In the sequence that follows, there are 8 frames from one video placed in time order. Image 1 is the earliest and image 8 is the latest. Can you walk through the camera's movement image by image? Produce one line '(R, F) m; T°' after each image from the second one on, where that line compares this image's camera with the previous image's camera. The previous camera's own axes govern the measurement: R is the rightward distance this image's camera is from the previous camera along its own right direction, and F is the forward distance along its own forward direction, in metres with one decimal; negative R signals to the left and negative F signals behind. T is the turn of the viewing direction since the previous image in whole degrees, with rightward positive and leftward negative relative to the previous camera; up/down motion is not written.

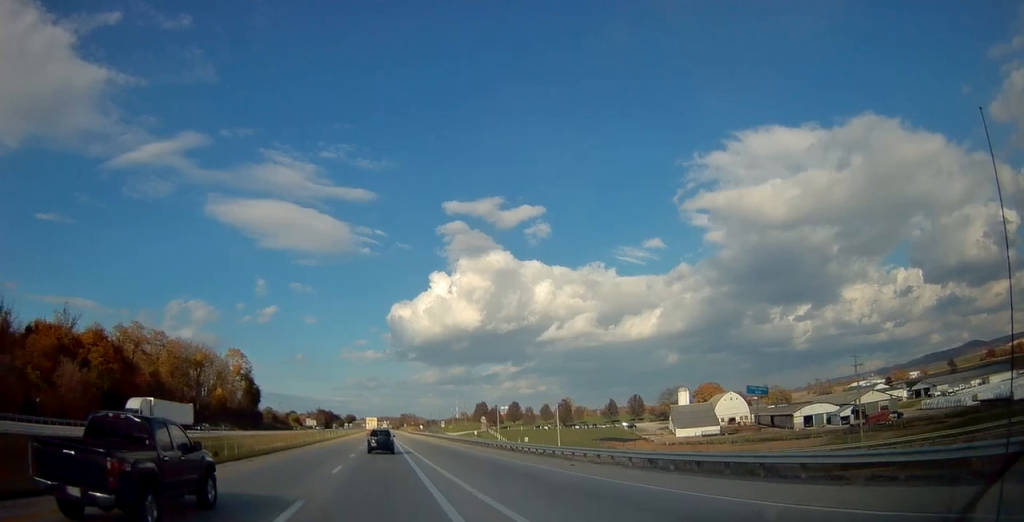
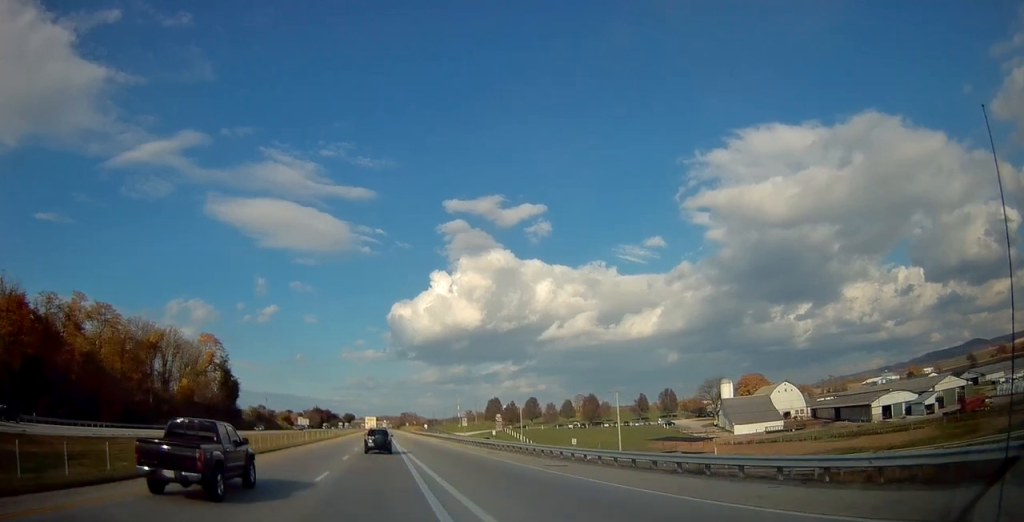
(0.0, +28.3) m; 0°
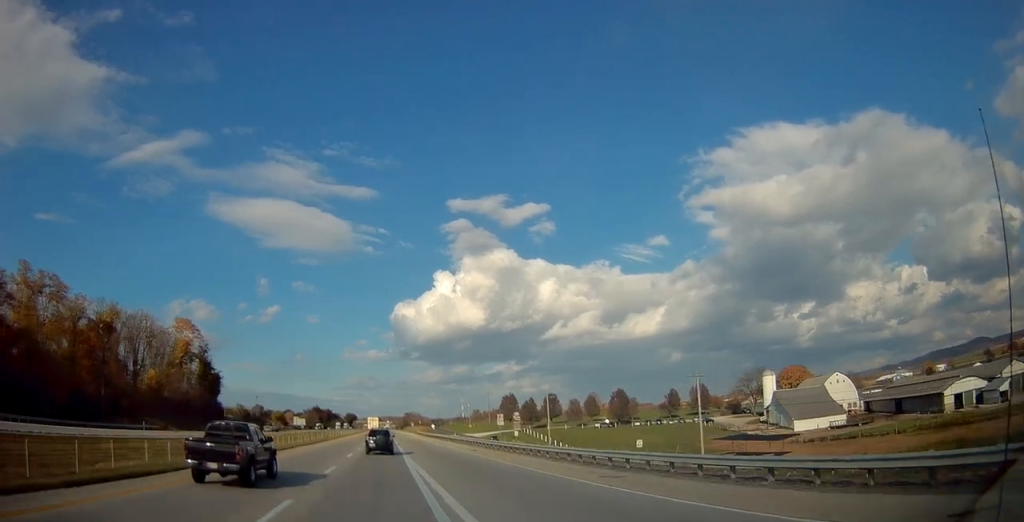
(0.0, +20.9) m; 0°
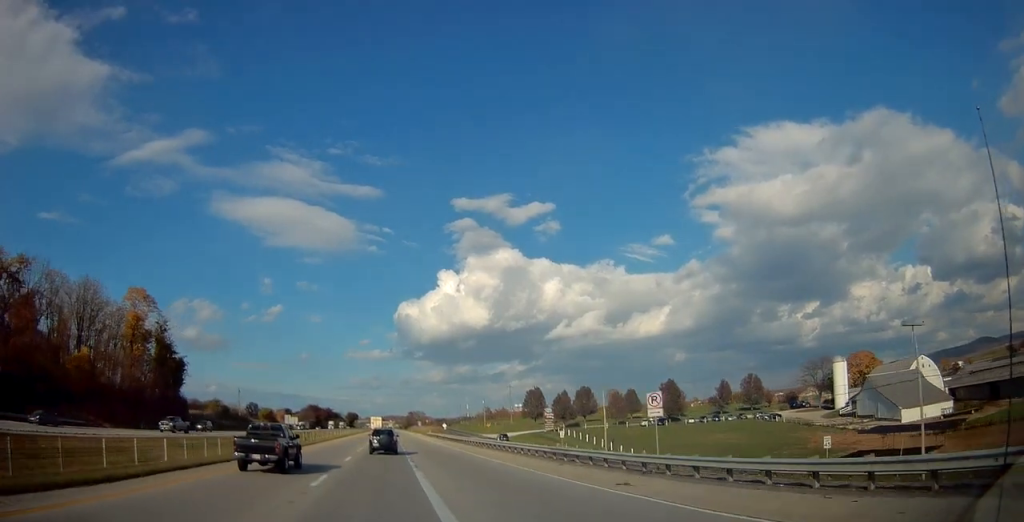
(-0.1, +28.9) m; 0°
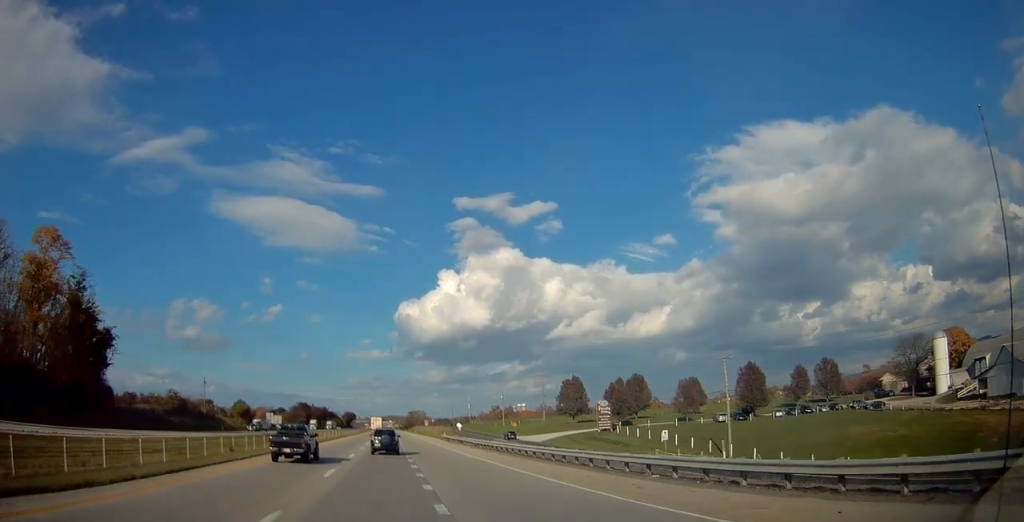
(+0.2, +33.8) m; 0°
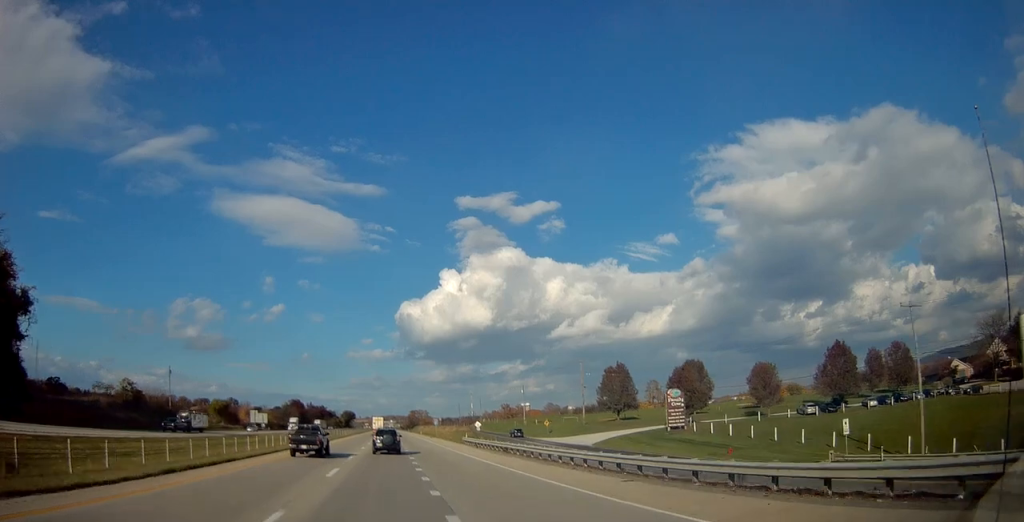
(-0.1, +24.5) m; 0°
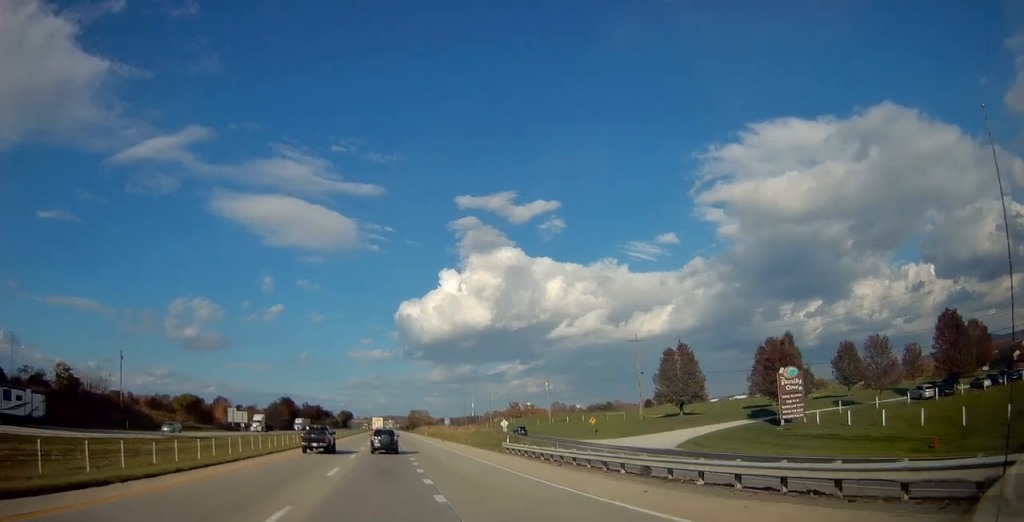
(-0.1, +23.4) m; 0°
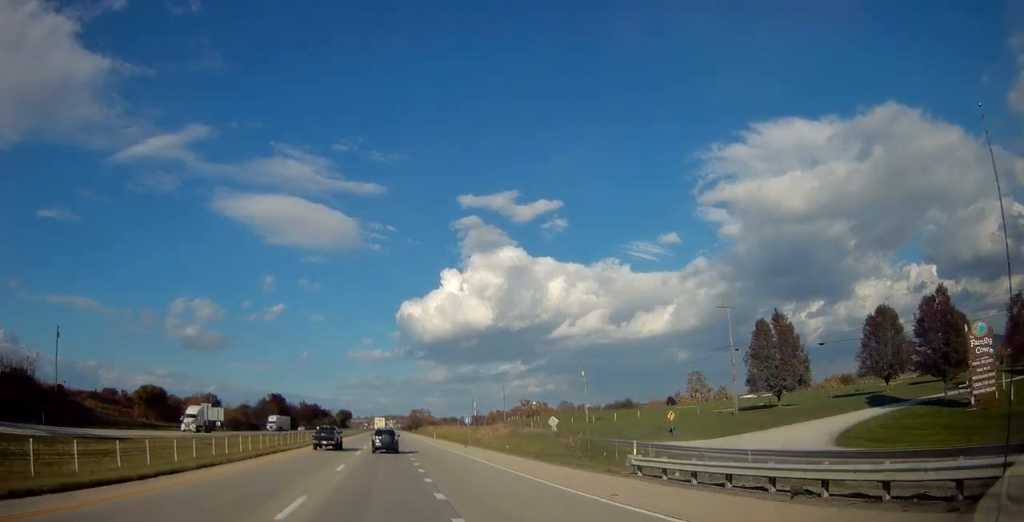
(+0.1, +22.4) m; 0°
